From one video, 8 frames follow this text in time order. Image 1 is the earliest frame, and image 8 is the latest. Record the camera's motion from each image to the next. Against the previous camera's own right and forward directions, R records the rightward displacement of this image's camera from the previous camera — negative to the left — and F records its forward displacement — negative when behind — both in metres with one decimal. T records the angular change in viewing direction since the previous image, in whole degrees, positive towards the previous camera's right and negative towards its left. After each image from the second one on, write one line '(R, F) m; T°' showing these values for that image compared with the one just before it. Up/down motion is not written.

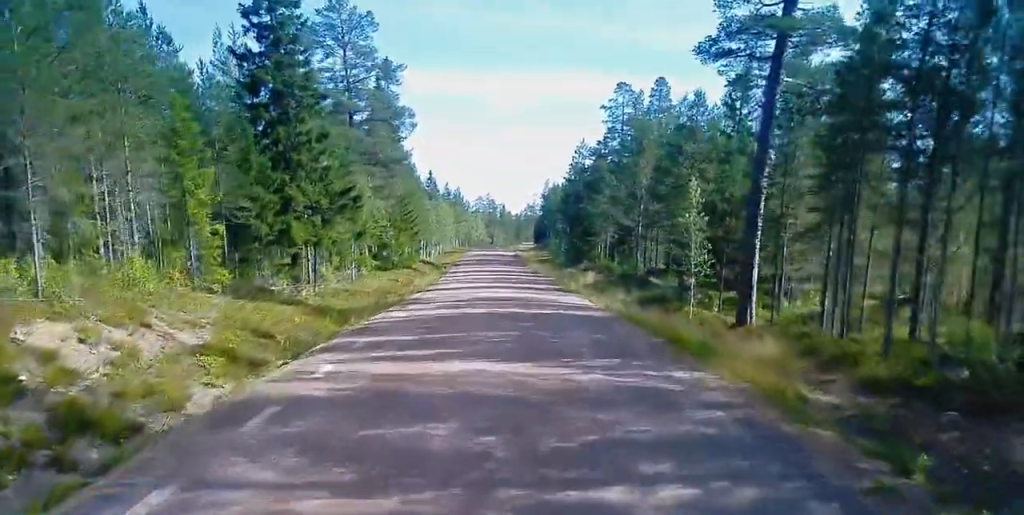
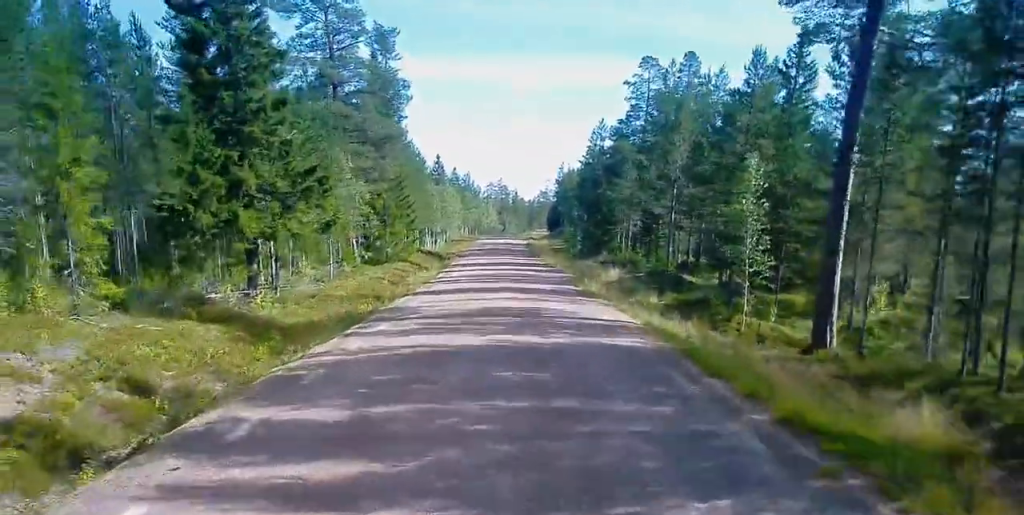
(-0.8, +6.4) m; -6°
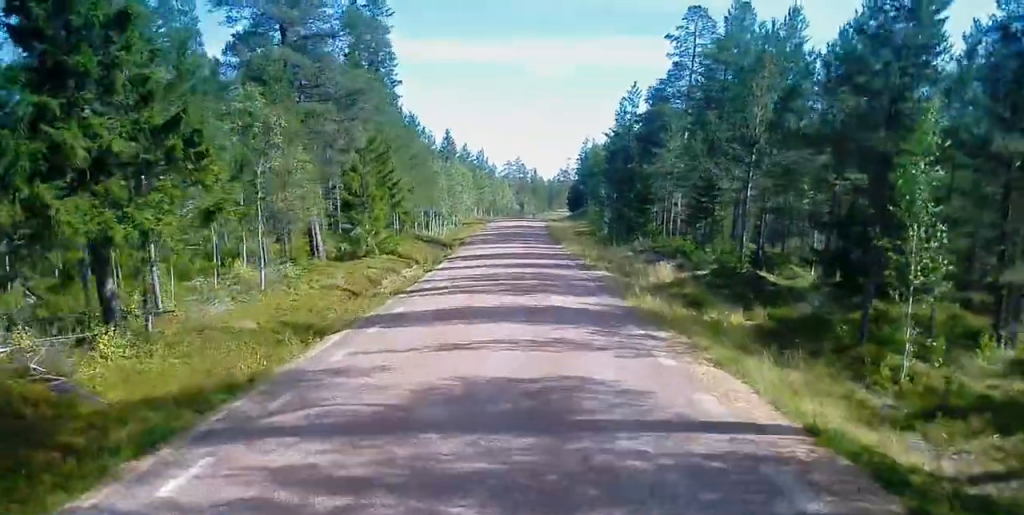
(-0.7, +10.6) m; -4°
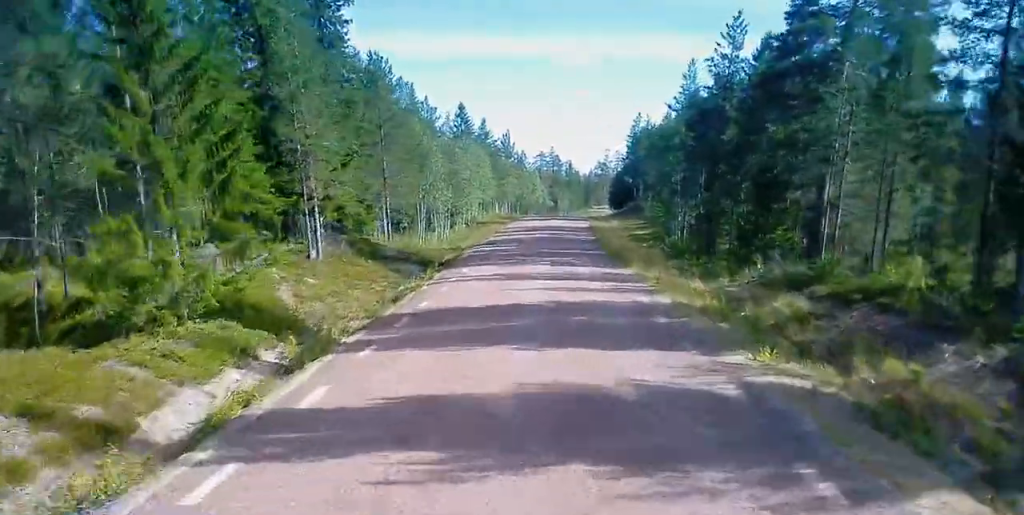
(-0.3, +24.0) m; +1°
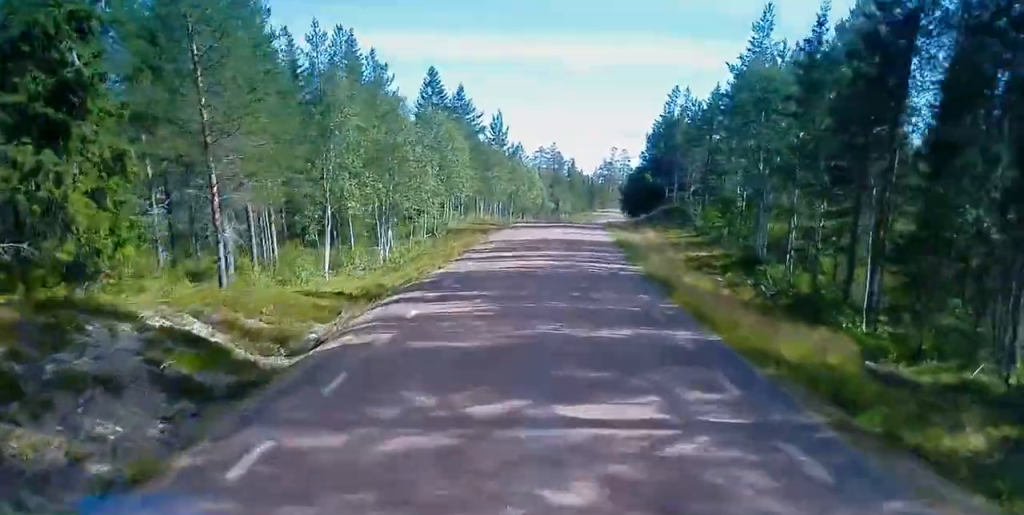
(+2.0, +23.1) m; +10°
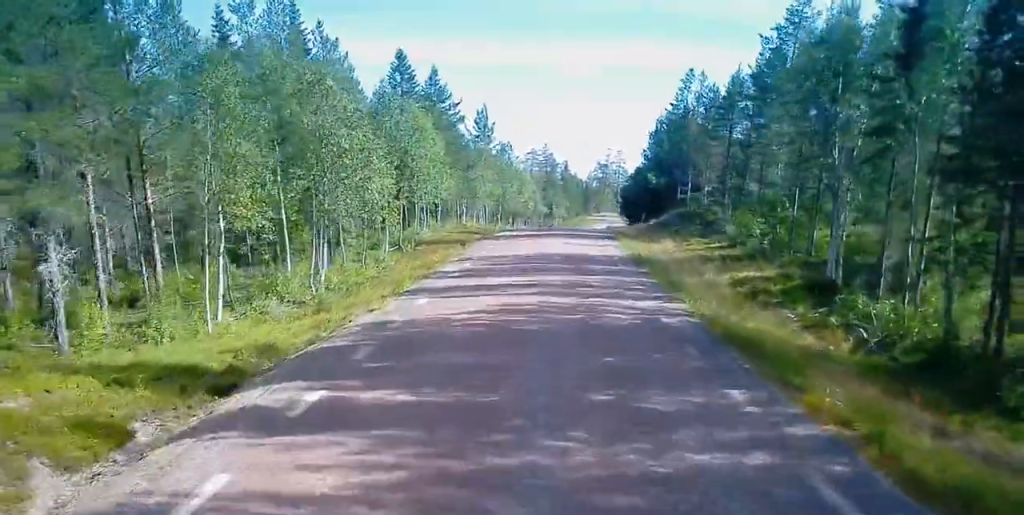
(+0.1, +9.8) m; 0°
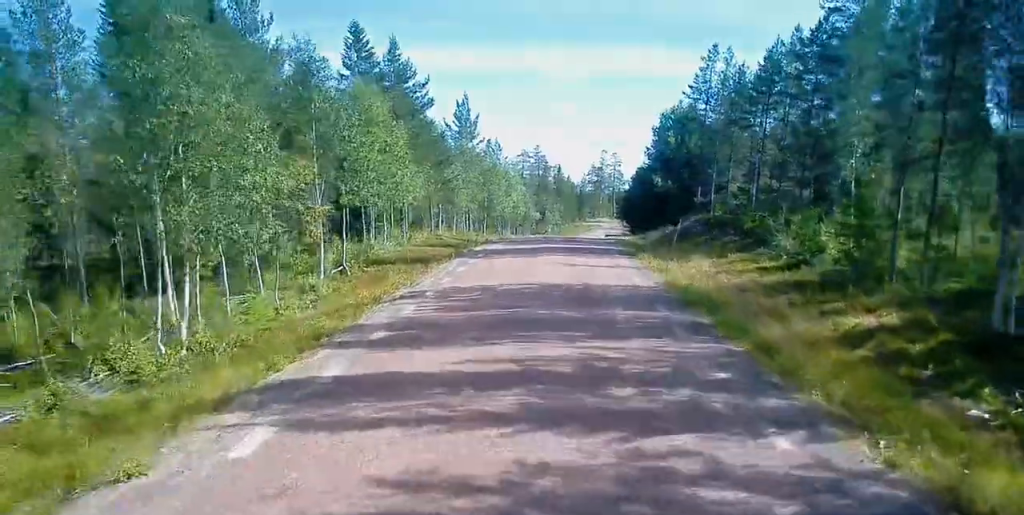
(0.0, +10.3) m; 0°
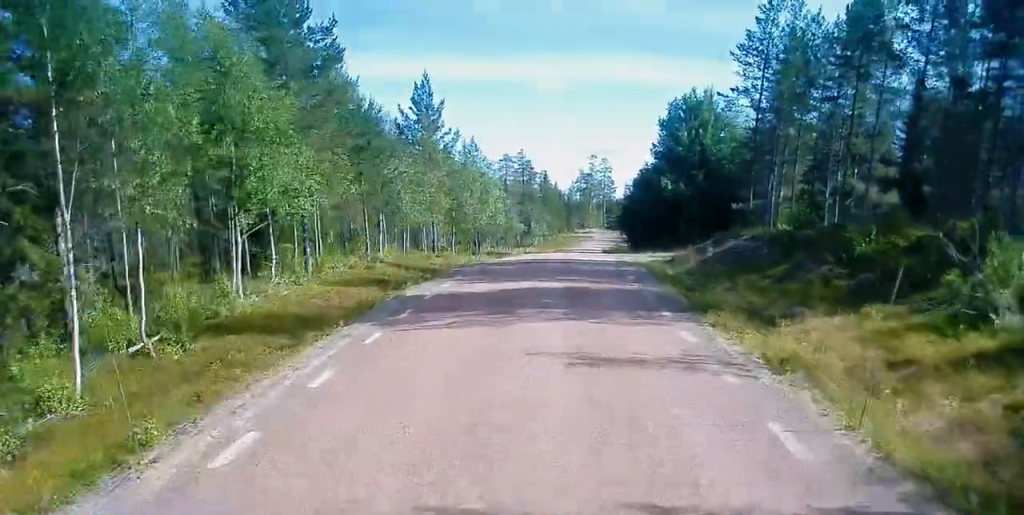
(0.0, +14.9) m; 0°
